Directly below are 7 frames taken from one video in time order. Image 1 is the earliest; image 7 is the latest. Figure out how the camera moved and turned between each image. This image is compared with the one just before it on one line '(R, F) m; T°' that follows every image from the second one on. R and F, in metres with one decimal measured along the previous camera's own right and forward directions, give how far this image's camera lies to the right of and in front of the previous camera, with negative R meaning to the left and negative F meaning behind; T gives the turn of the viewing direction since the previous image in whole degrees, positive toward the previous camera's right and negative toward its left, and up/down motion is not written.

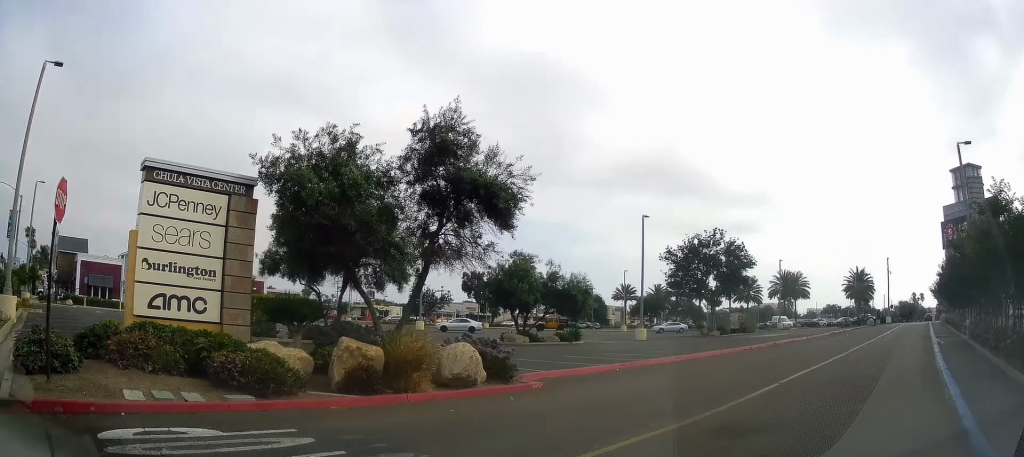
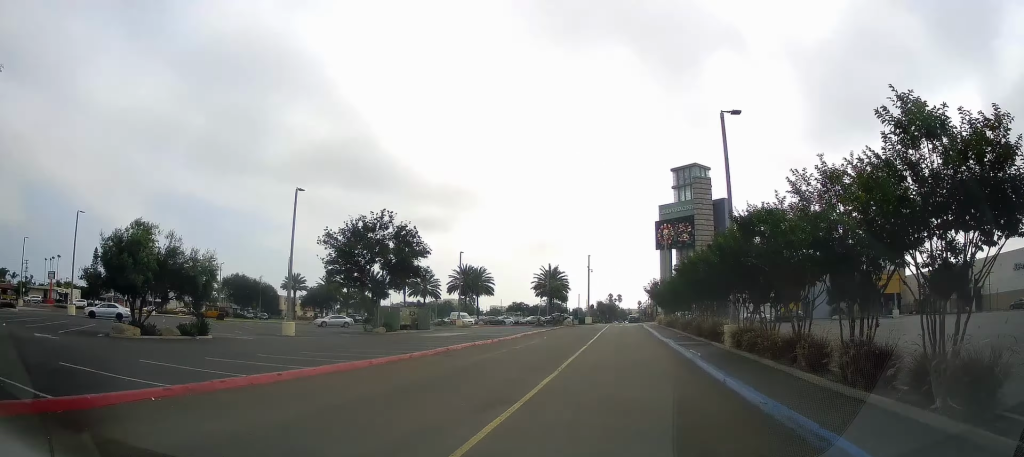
(+2.9, +8.5) m; +27°
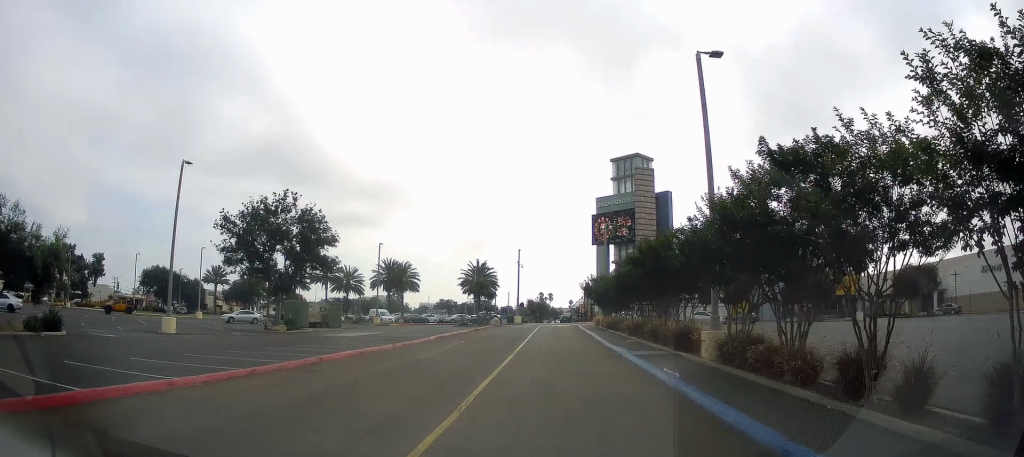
(+0.9, +7.1) m; +11°
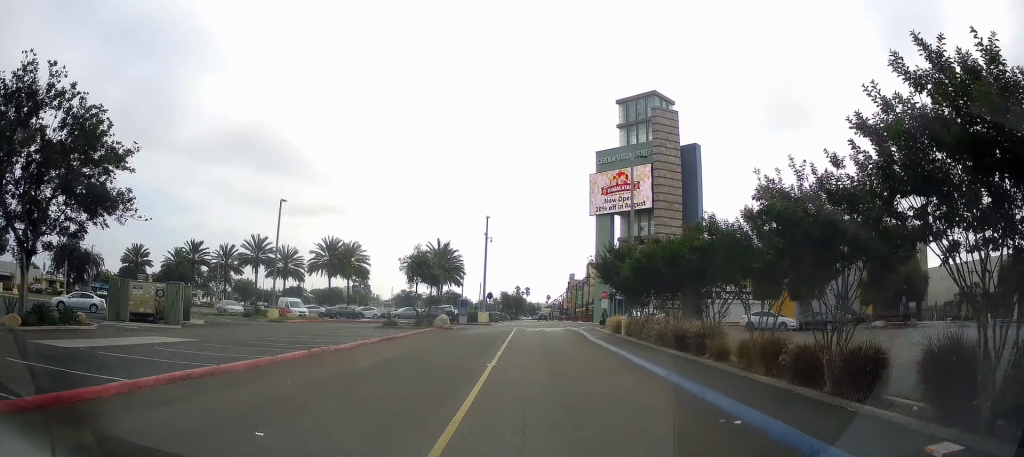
(+0.1, +24.3) m; -2°
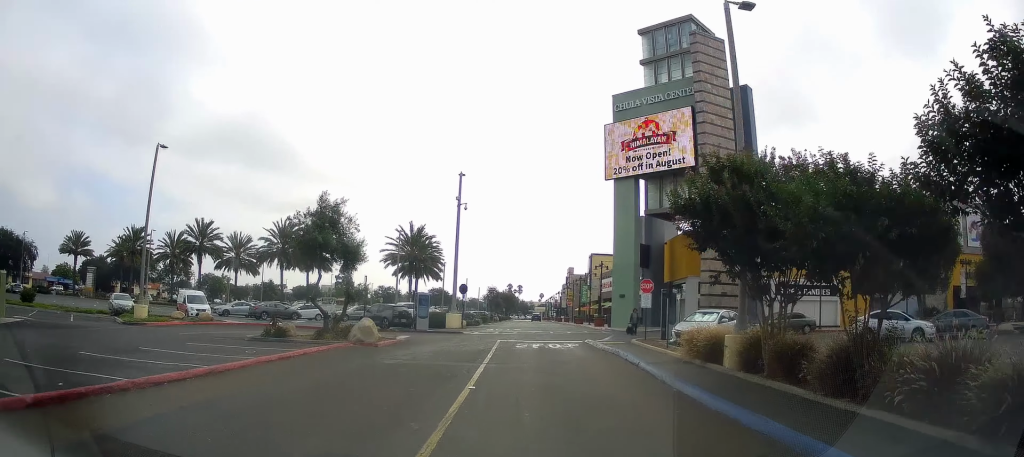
(-0.1, +19.7) m; -1°
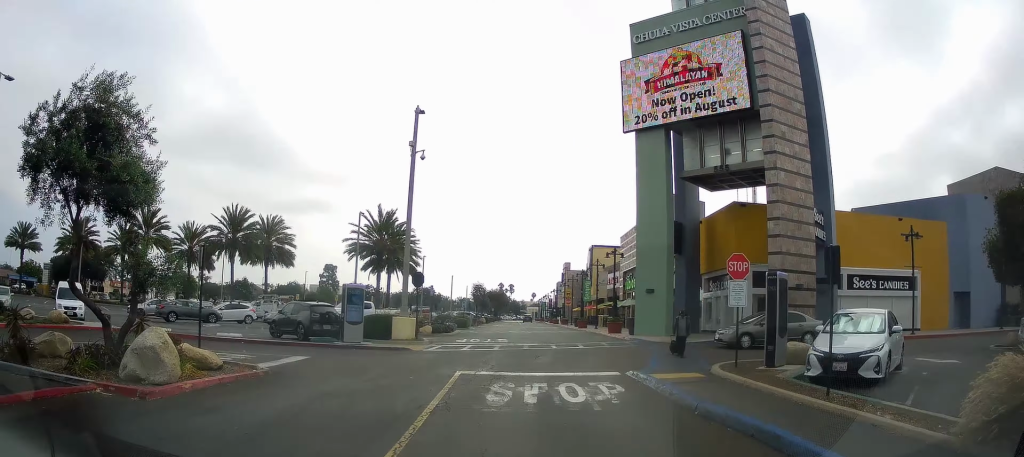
(0.0, +10.0) m; +5°
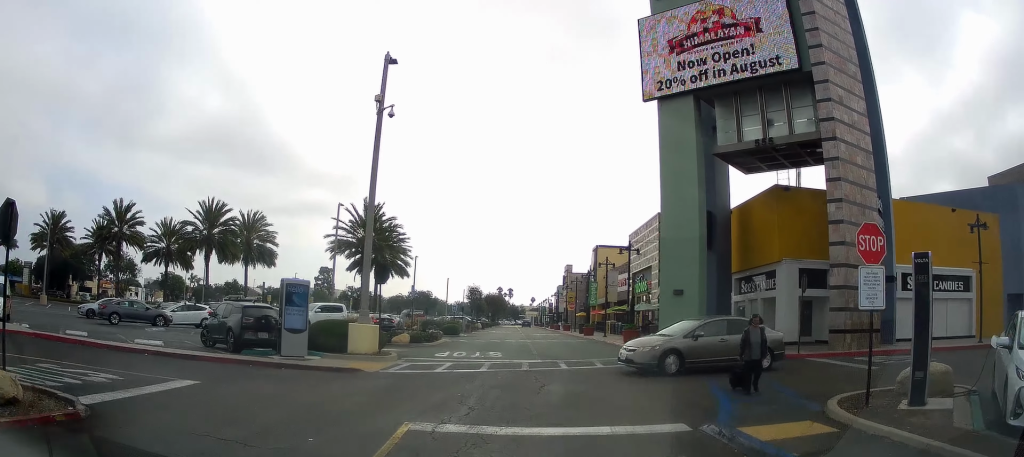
(+0.4, +4.1) m; 0°
